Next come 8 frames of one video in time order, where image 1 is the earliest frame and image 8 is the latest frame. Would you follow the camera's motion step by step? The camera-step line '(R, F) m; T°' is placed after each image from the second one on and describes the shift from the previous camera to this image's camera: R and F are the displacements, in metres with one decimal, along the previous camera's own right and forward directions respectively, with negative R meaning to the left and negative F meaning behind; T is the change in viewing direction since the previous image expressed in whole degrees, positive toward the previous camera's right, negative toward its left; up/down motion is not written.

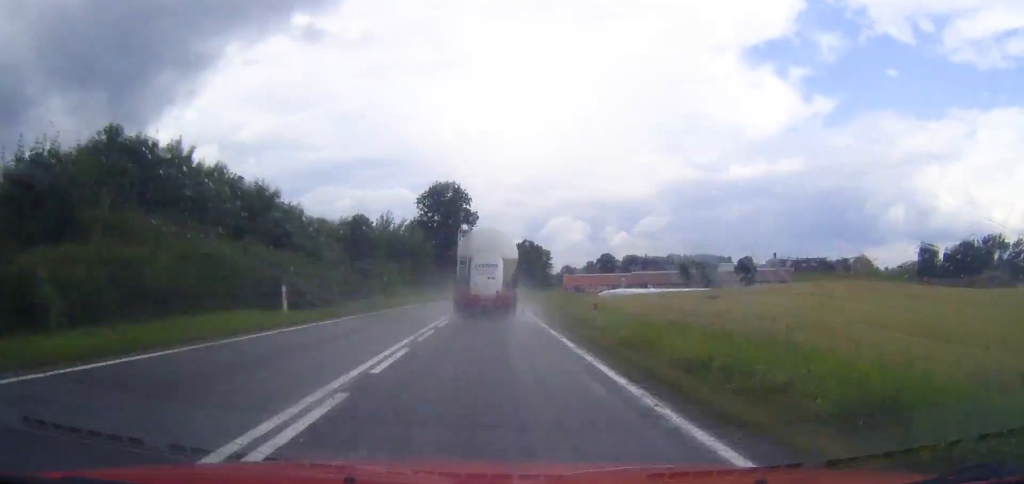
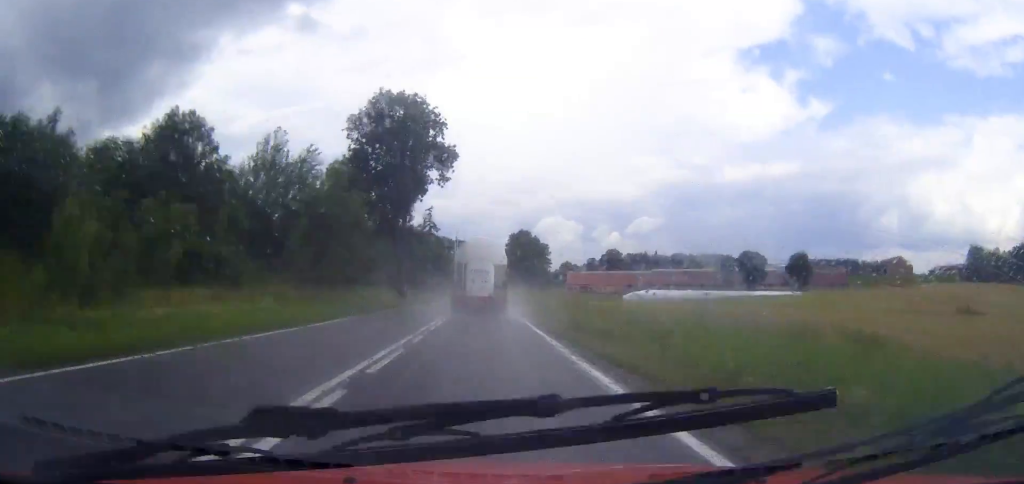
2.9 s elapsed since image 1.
(+0.7, +62.1) m; +1°
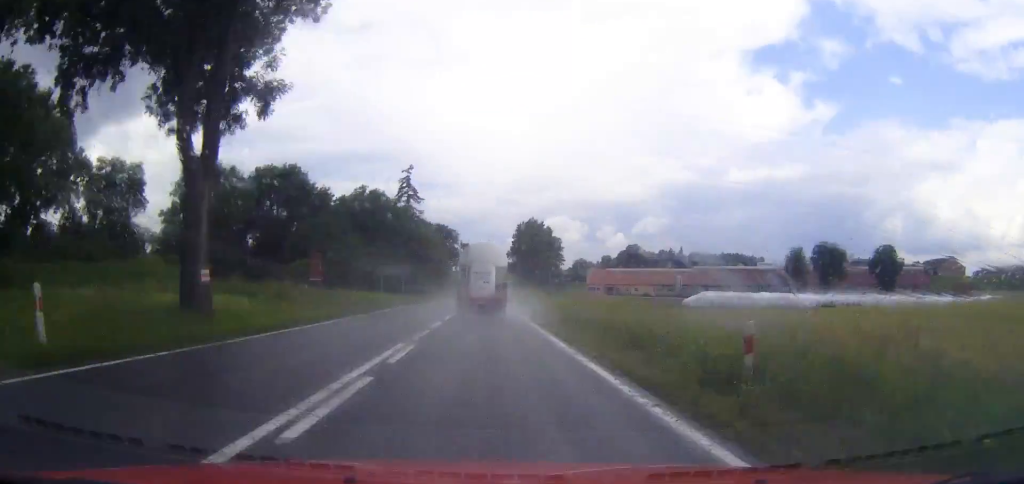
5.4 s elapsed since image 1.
(0.0, +54.0) m; 0°
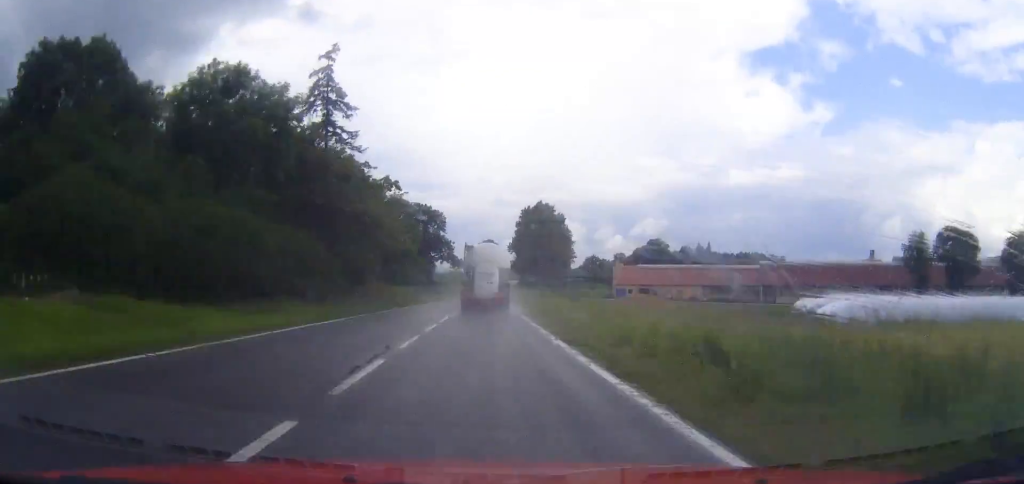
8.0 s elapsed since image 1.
(+0.1, +56.0) m; 0°
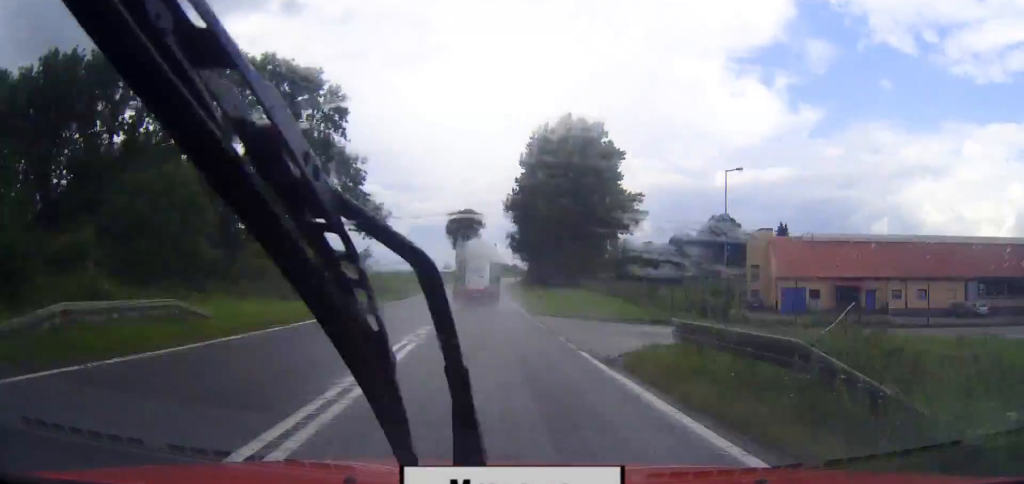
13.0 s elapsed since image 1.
(+1.0, +101.7) m; +1°
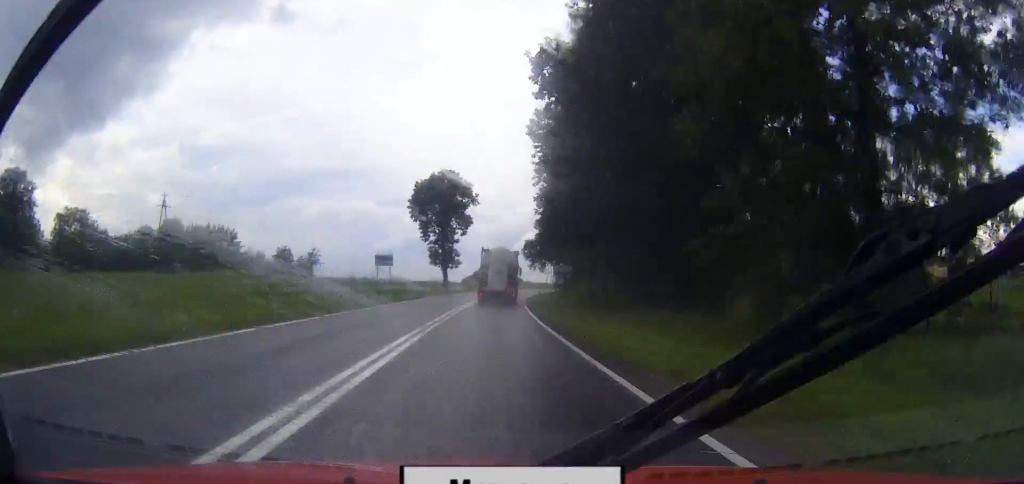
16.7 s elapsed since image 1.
(+0.3, +66.1) m; +2°
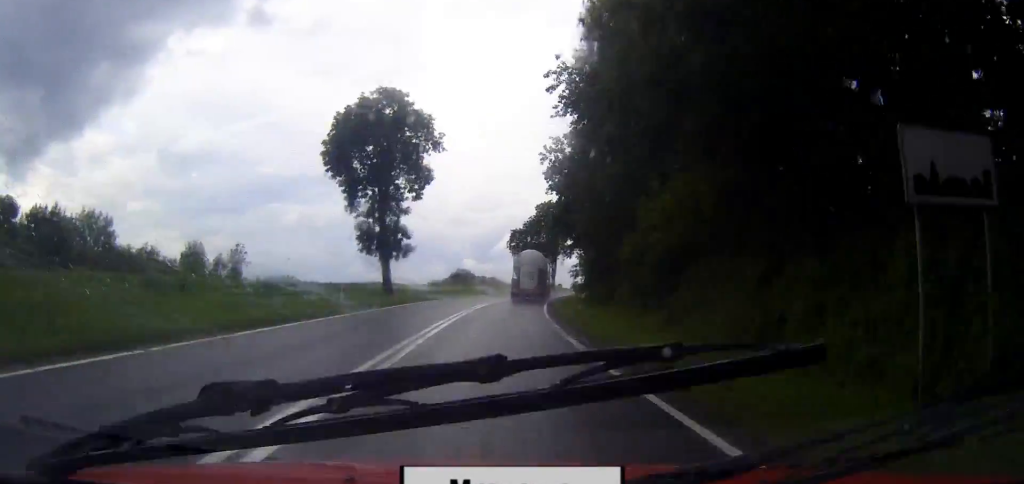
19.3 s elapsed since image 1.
(+0.8, +40.5) m; +3°
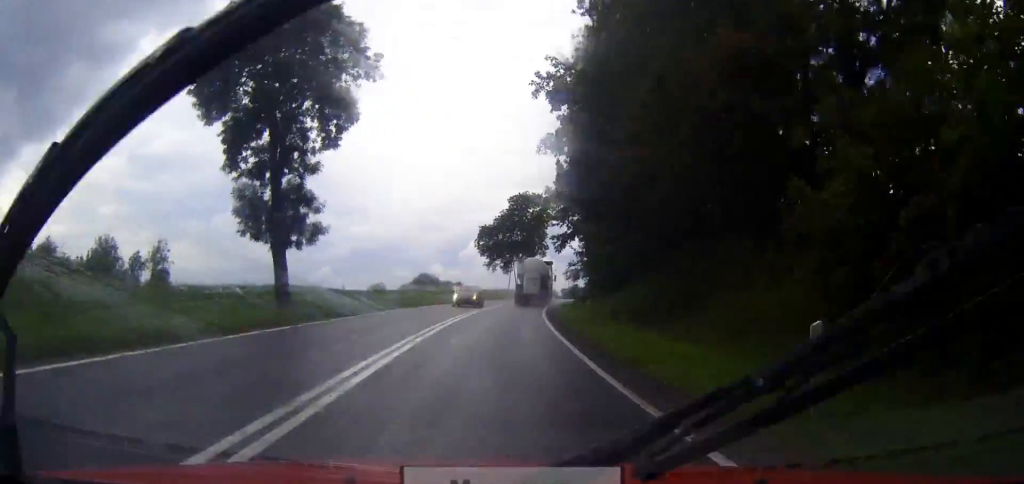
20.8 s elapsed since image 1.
(+0.6, +21.8) m; +2°
